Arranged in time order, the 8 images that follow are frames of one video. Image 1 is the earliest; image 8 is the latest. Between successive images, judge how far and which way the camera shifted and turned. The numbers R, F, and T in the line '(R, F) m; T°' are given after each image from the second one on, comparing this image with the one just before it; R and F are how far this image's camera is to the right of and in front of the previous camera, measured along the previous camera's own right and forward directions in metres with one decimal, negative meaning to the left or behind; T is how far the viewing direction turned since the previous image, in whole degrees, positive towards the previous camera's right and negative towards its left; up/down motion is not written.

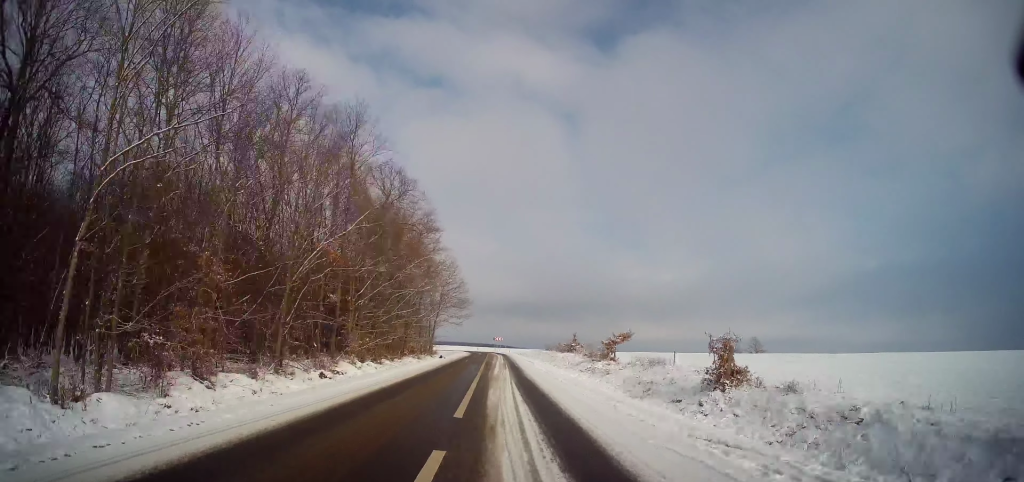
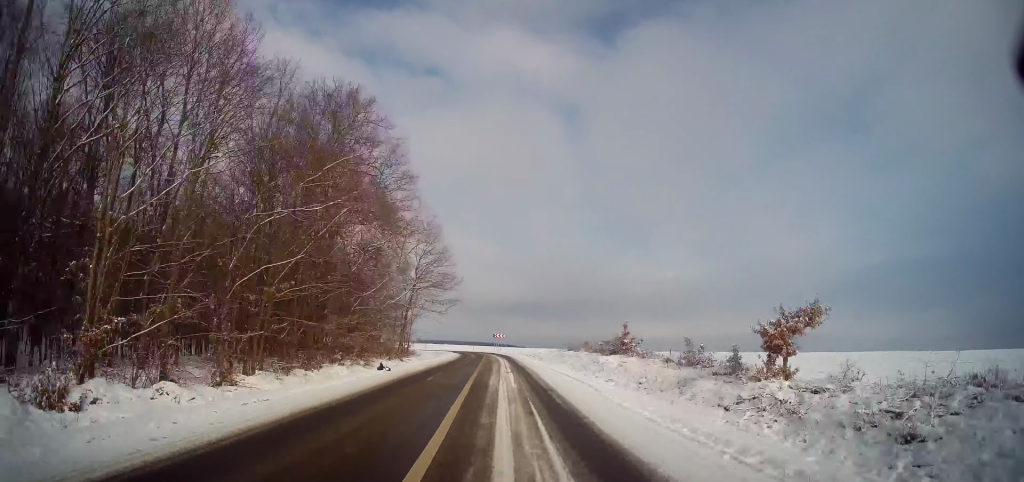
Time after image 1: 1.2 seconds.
(0.0, +22.7) m; -1°
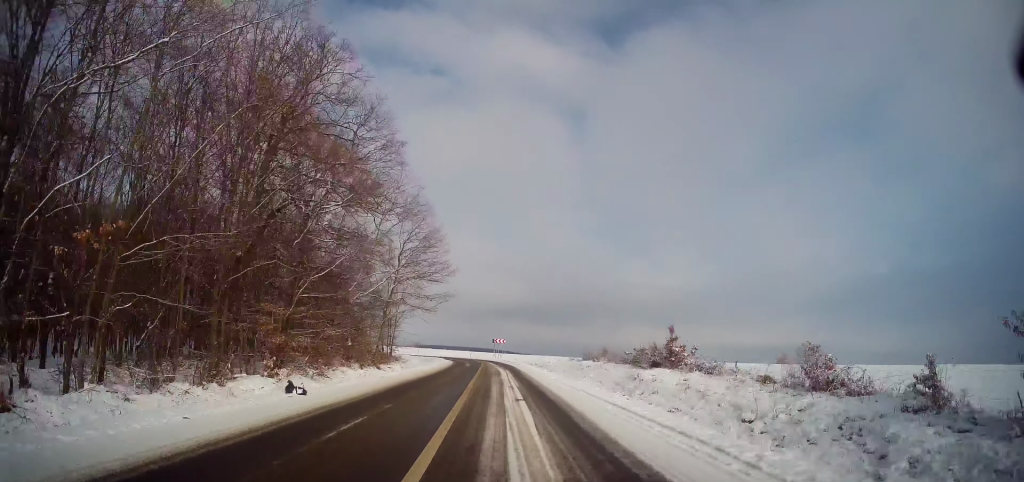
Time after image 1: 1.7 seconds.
(-0.1, +9.2) m; 0°
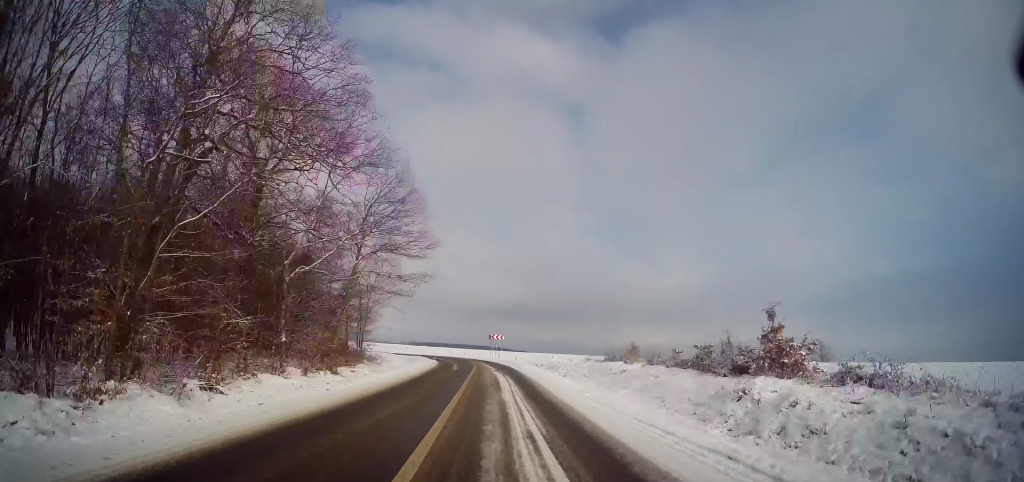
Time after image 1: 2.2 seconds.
(-0.1, +10.2) m; 0°
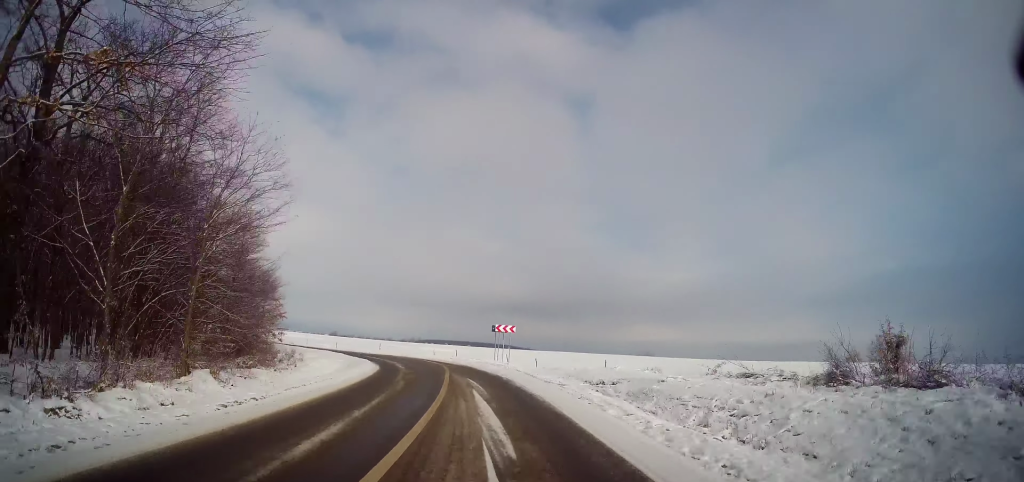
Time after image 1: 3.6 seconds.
(+0.1, +22.6) m; 0°
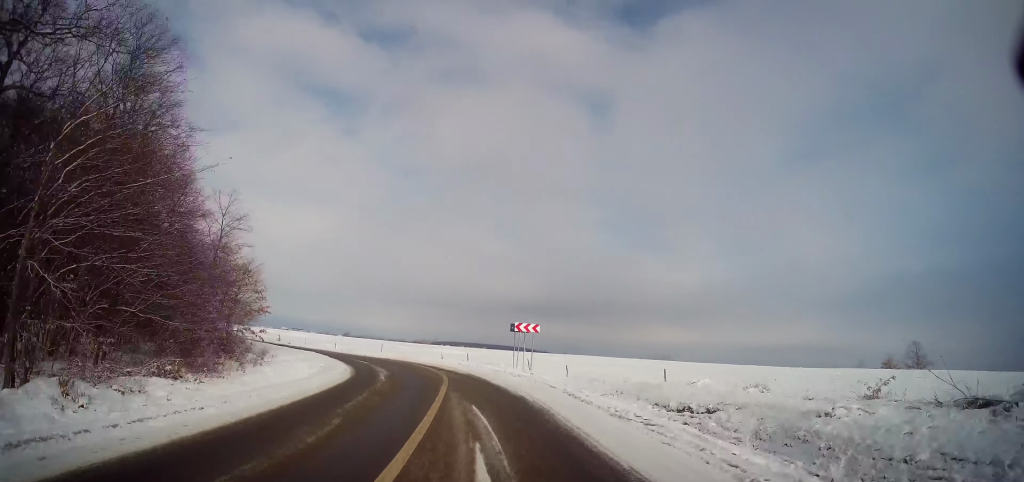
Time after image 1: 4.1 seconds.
(+0.1, +7.6) m; -1°
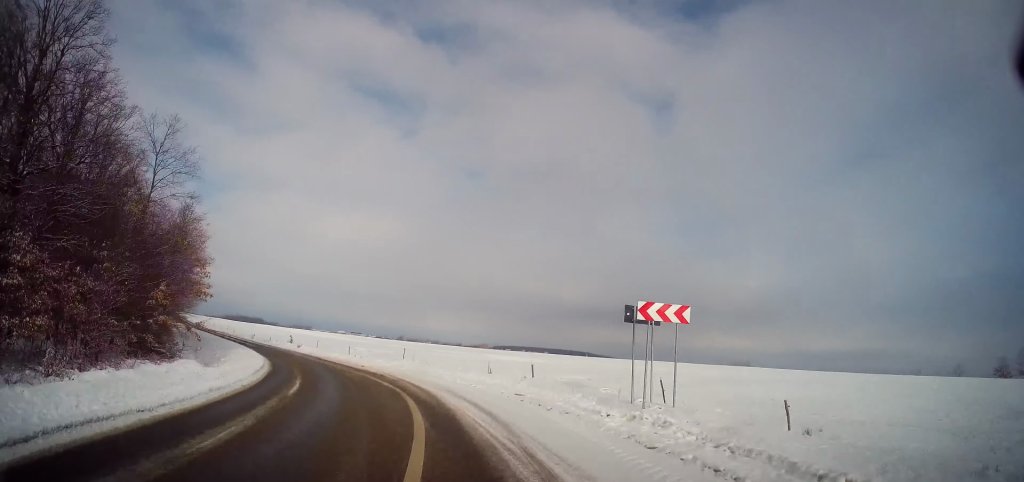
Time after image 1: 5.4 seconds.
(-0.6, +18.3) m; -7°
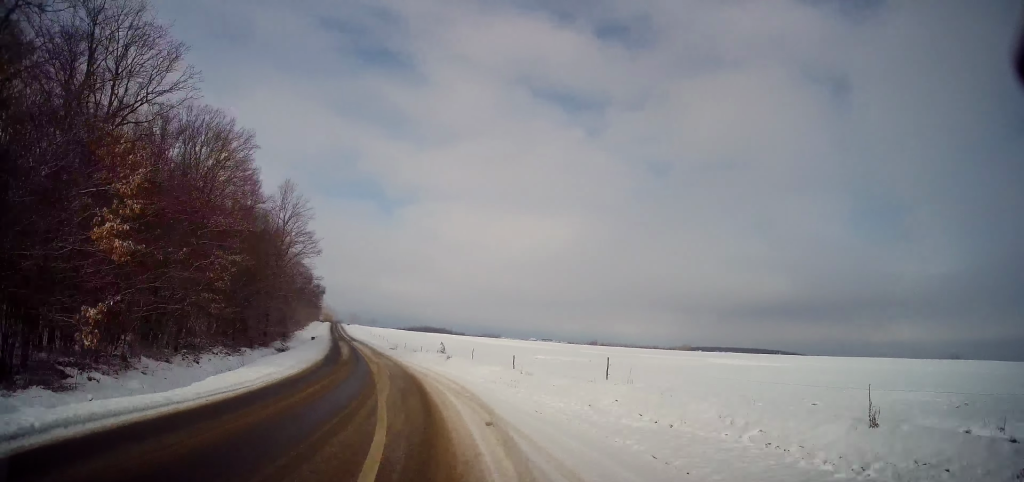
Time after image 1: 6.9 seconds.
(-2.9, +18.4) m; -19°
